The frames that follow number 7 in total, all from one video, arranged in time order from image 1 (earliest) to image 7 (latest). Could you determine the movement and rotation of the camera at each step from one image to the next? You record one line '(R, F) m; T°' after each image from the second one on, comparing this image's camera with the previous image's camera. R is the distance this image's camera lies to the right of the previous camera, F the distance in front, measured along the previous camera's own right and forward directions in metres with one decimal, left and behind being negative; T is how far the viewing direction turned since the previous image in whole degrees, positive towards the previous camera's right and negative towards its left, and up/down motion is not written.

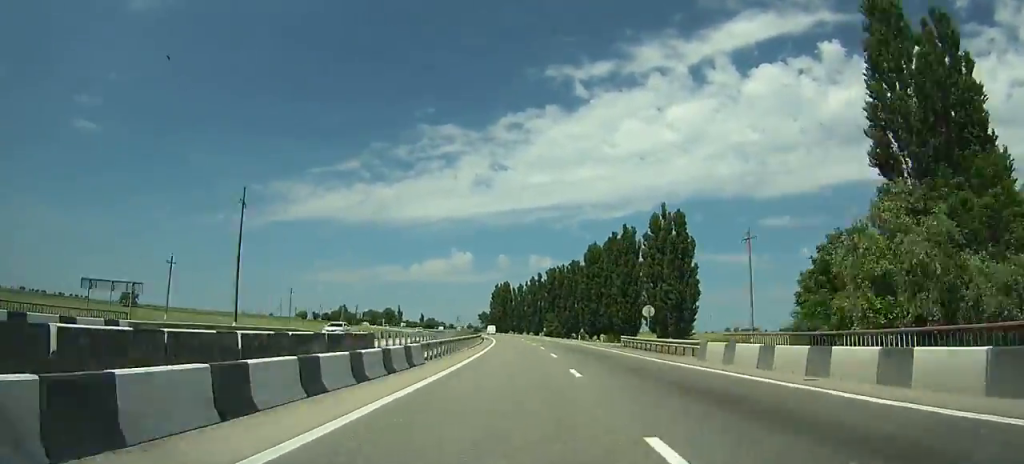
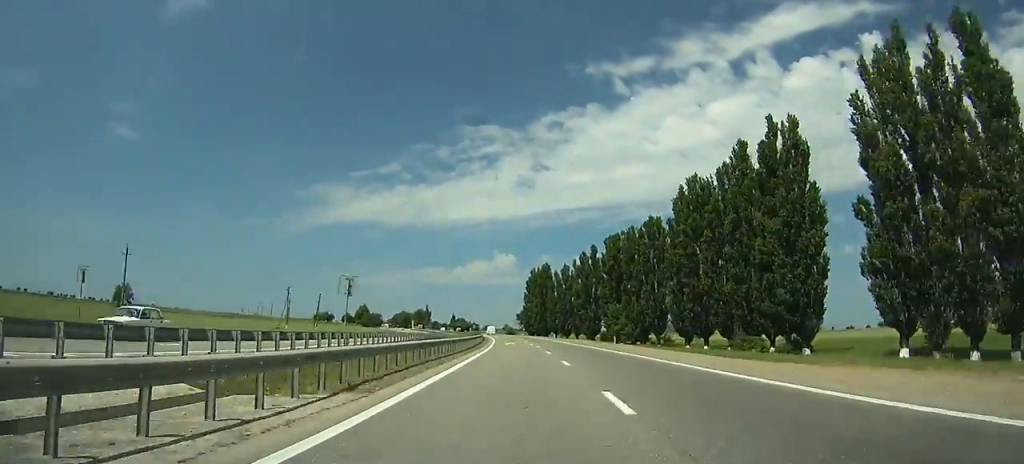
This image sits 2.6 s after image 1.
(-2.3, +66.7) m; -4°
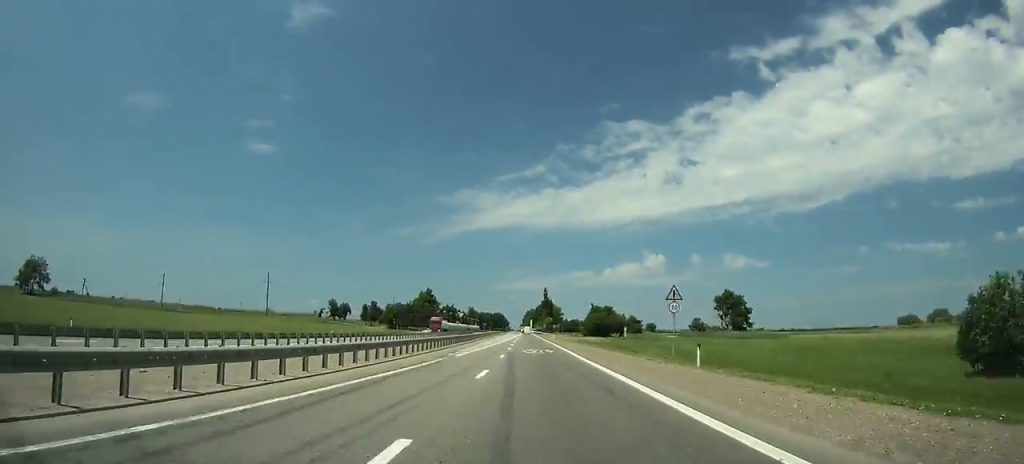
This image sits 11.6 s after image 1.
(-28.1, +230.9) m; -13°
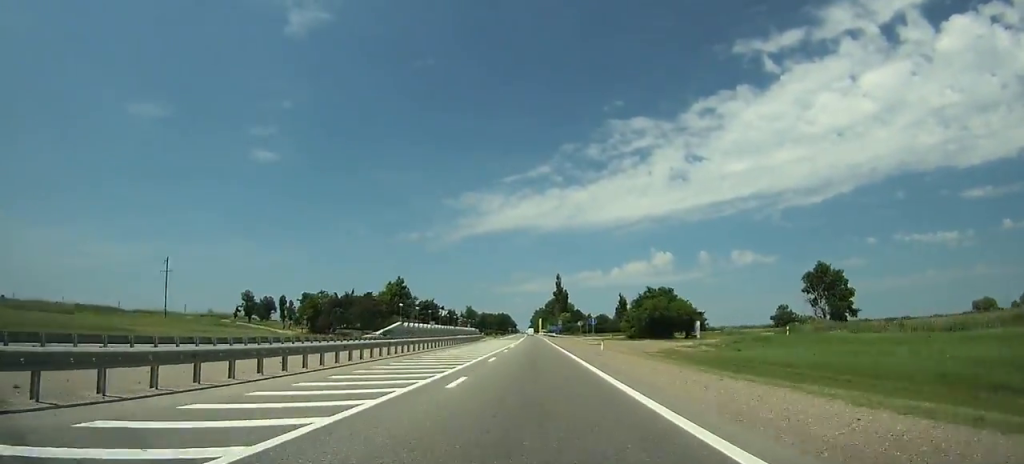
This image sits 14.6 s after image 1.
(-2.1, +76.4) m; -2°
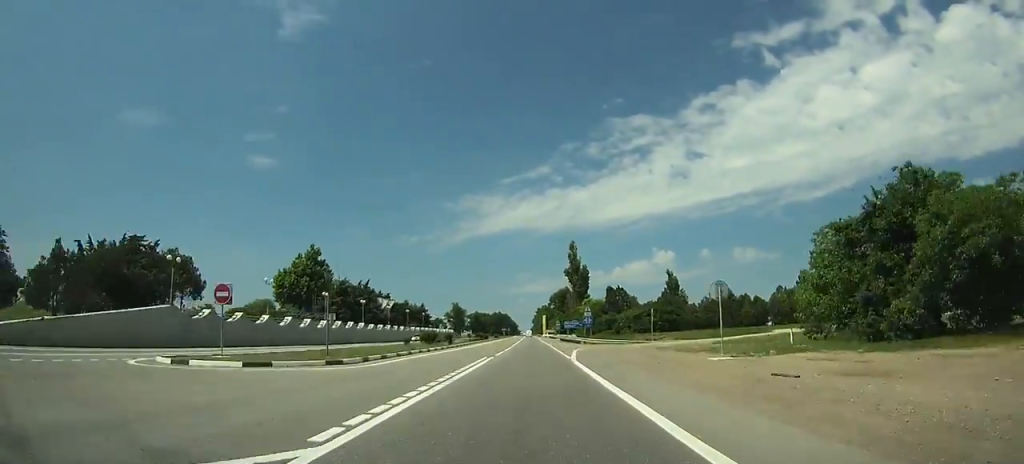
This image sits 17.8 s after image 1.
(-0.4, +80.4) m; 0°
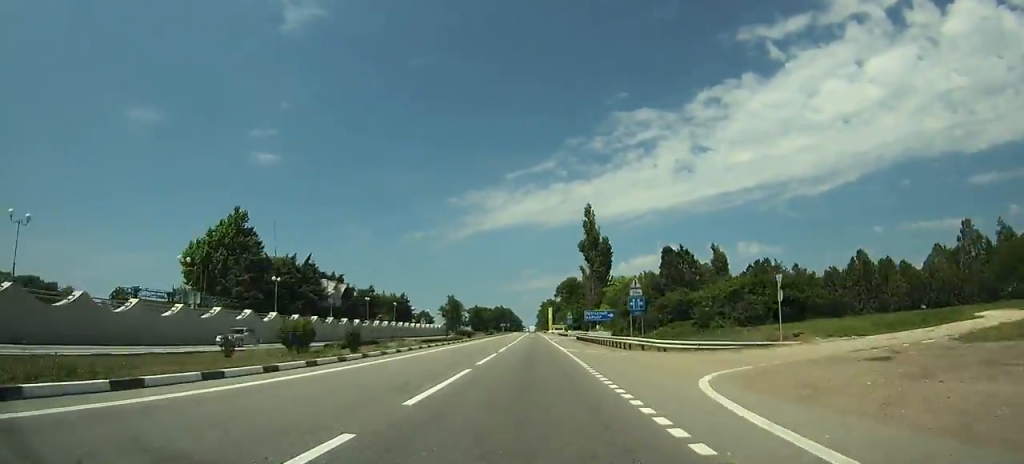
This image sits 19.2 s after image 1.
(+0.1, +35.0) m; 0°
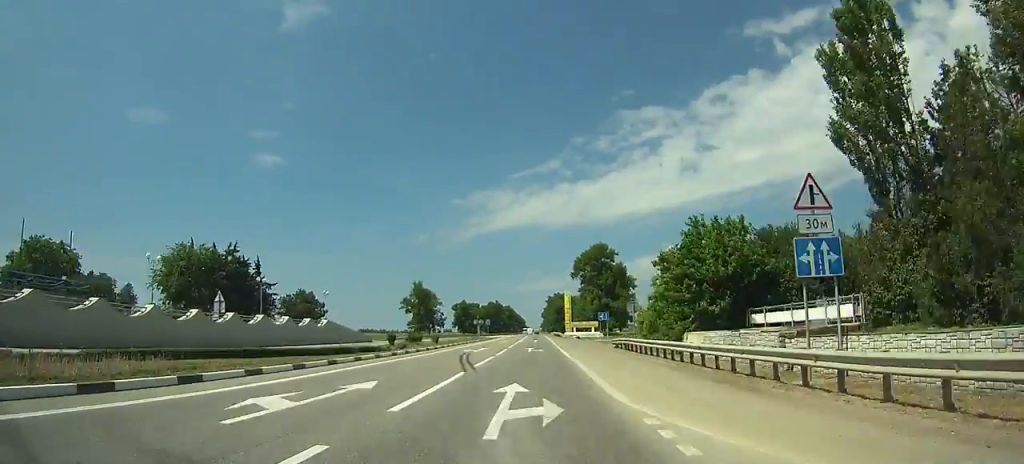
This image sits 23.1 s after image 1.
(-0.6, +96.6) m; -1°
